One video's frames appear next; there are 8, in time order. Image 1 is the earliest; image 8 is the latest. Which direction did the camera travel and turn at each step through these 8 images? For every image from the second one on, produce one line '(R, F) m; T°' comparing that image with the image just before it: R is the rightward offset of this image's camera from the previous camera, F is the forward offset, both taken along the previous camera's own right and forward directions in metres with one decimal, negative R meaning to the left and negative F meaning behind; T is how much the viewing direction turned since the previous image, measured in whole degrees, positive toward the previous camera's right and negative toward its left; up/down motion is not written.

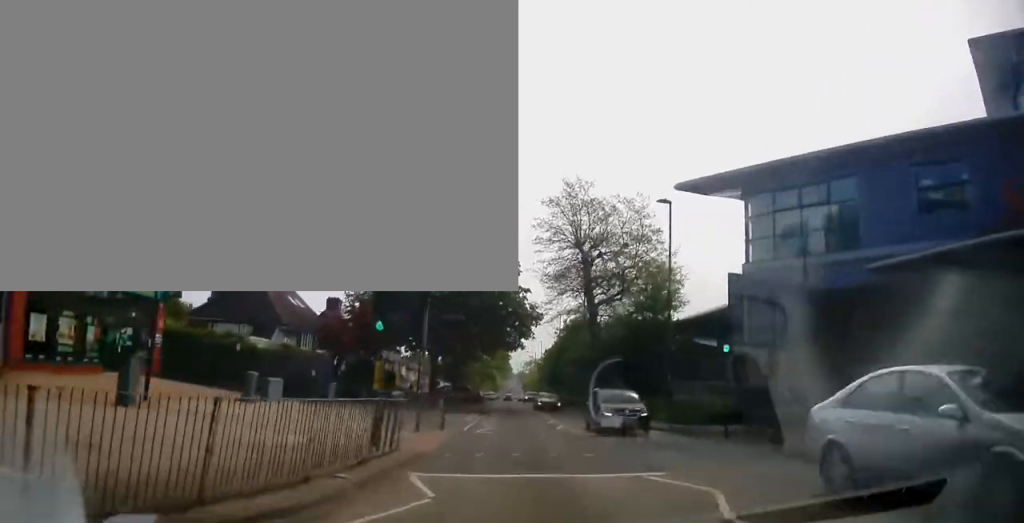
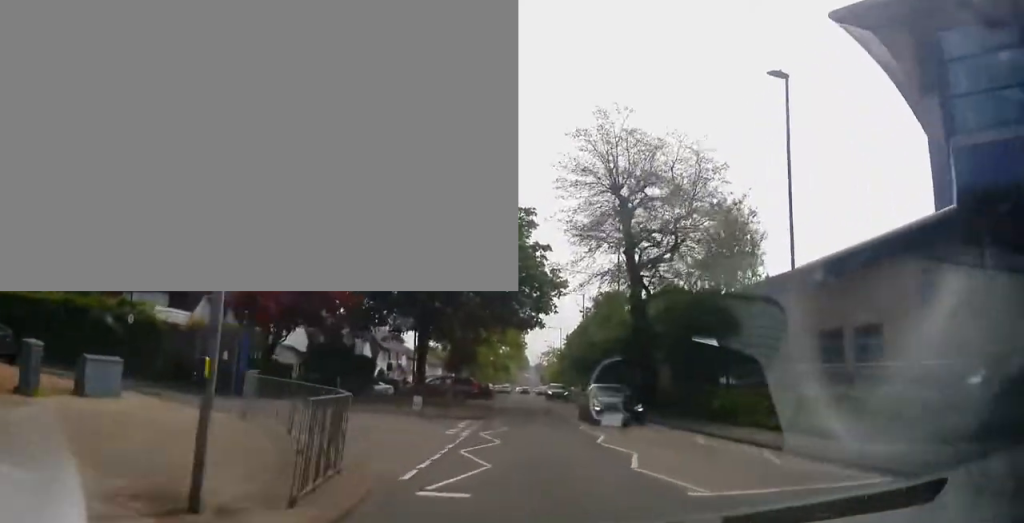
(0.0, +11.9) m; 0°
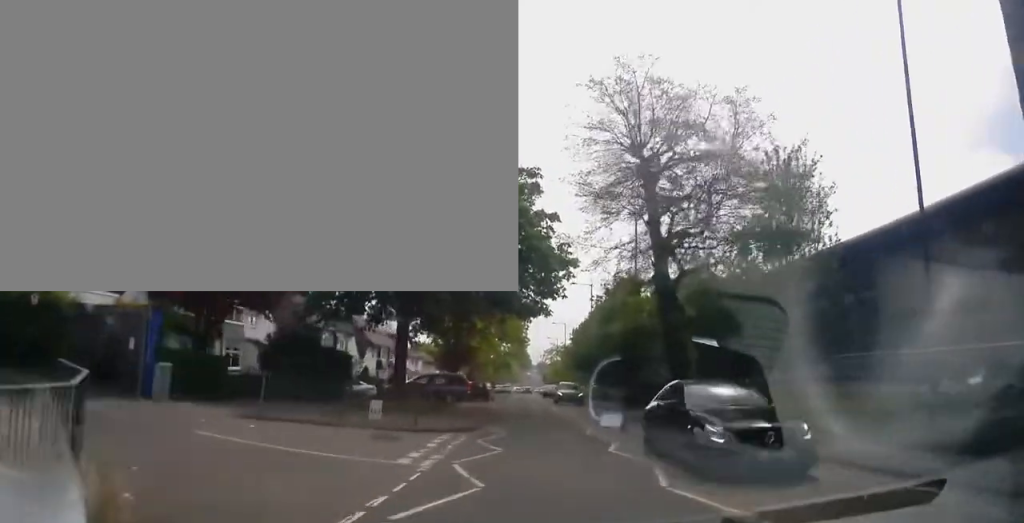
(0.0, +5.9) m; 0°
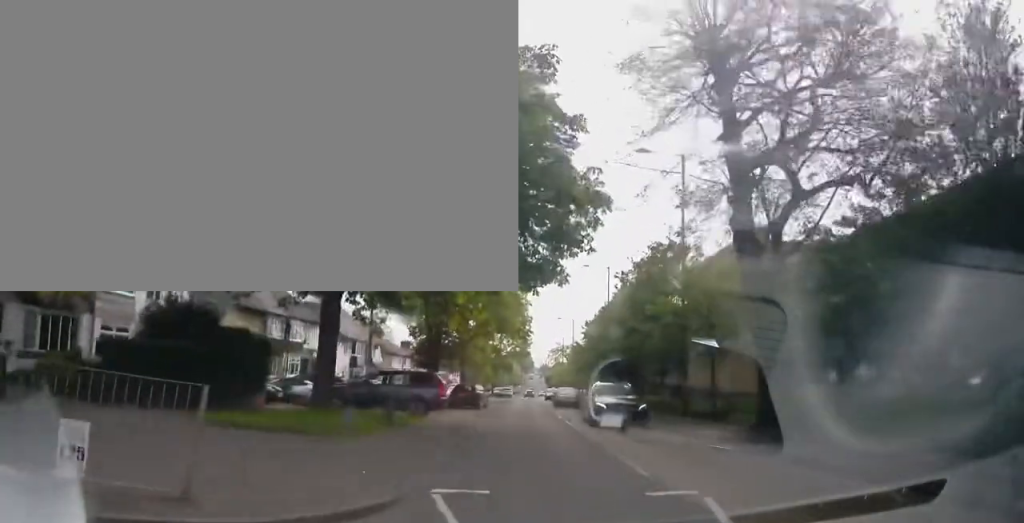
(0.0, +10.3) m; +1°
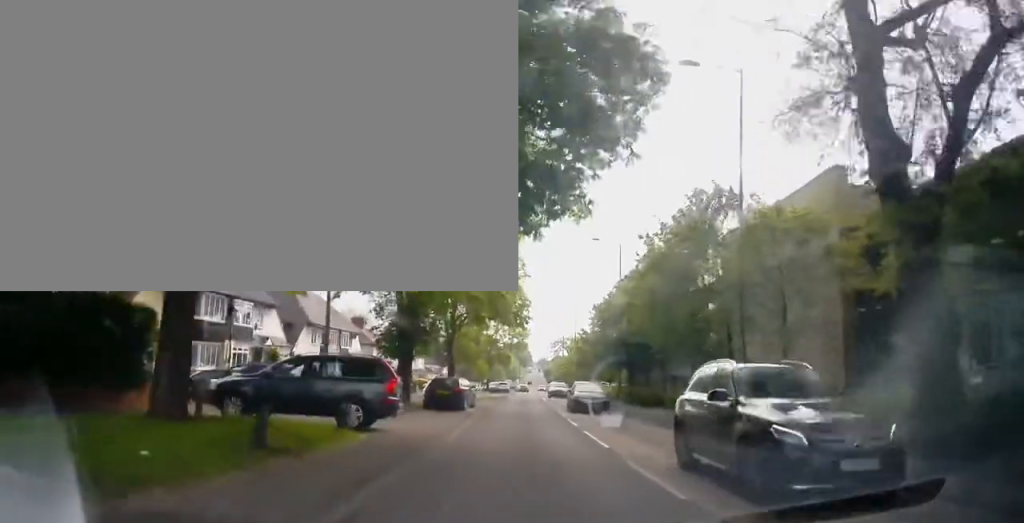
(-0.1, +7.8) m; +2°
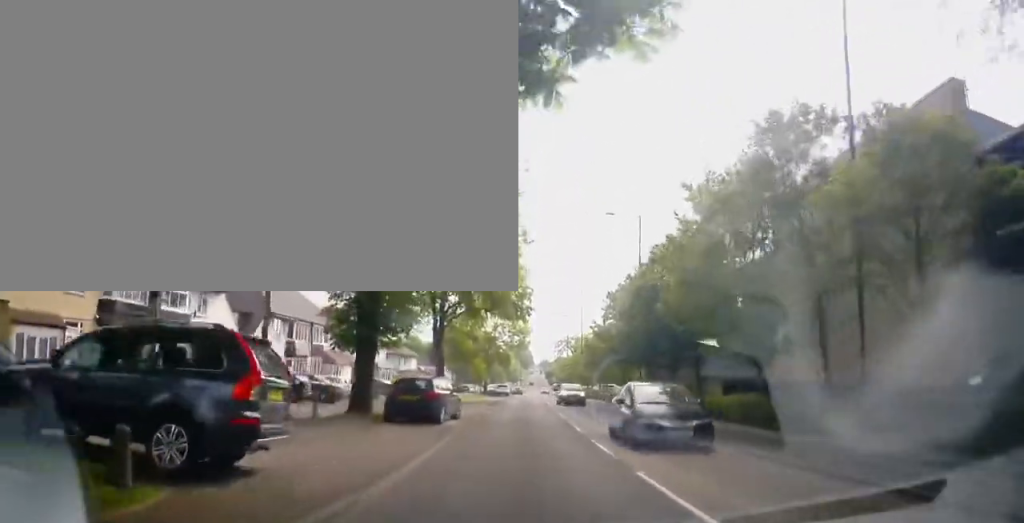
(+0.3, +7.2) m; -2°
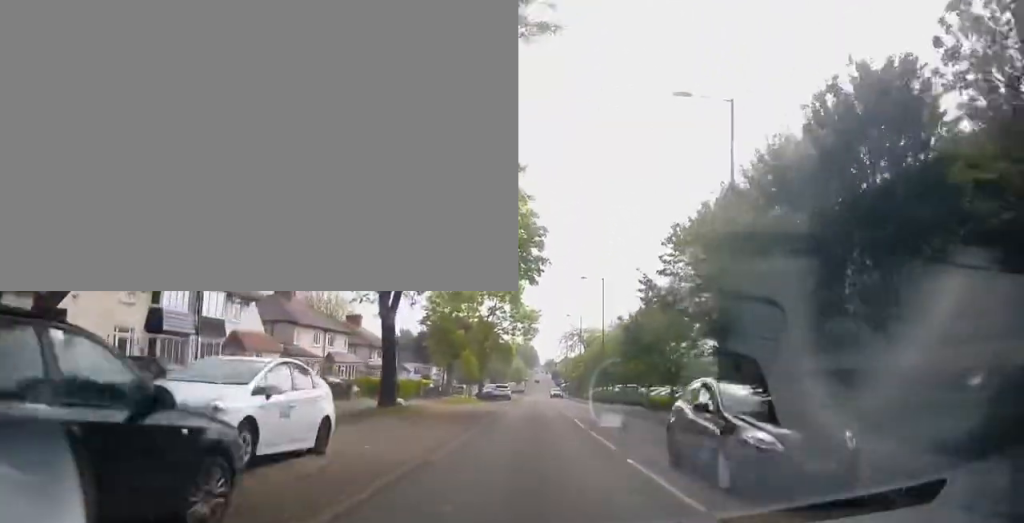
(-1.0, +16.9) m; -4°
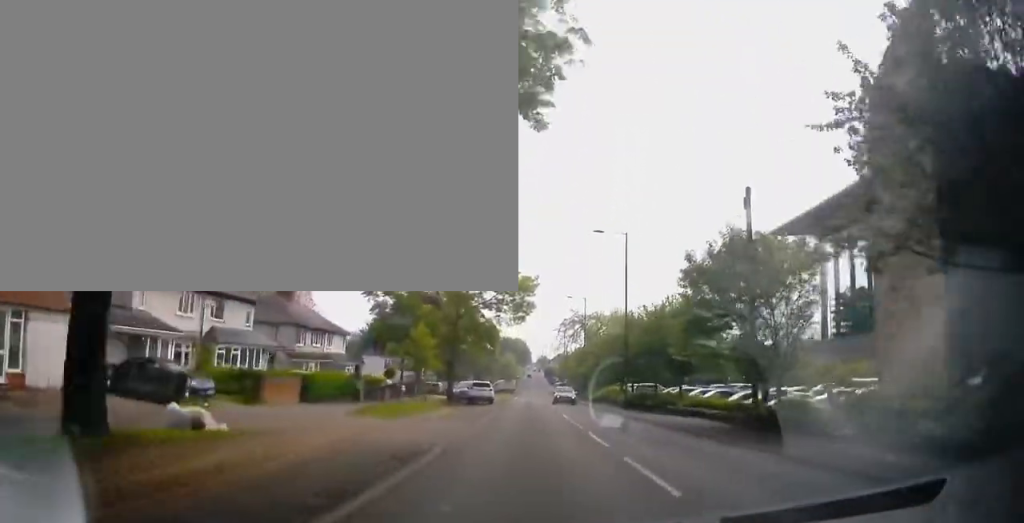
(+0.7, +16.6) m; +2°
